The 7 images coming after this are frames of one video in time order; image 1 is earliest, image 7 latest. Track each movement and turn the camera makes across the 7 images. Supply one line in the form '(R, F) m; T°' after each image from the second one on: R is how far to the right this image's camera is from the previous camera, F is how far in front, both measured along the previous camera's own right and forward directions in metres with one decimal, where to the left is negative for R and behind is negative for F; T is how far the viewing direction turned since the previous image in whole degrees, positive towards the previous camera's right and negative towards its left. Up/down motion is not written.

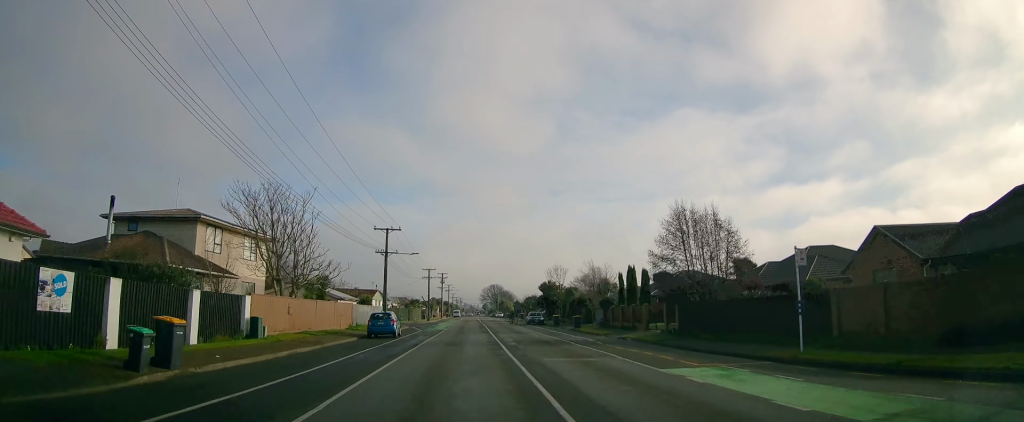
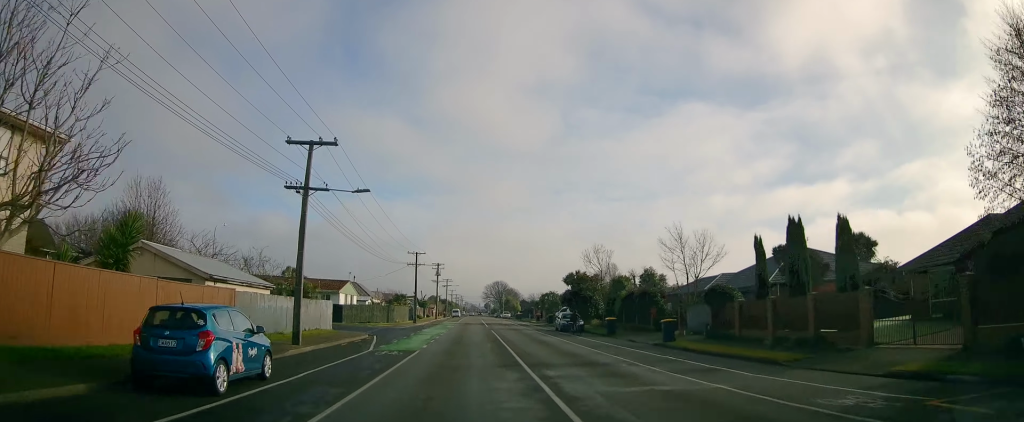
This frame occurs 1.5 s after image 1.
(+0.8, +22.4) m; +2°
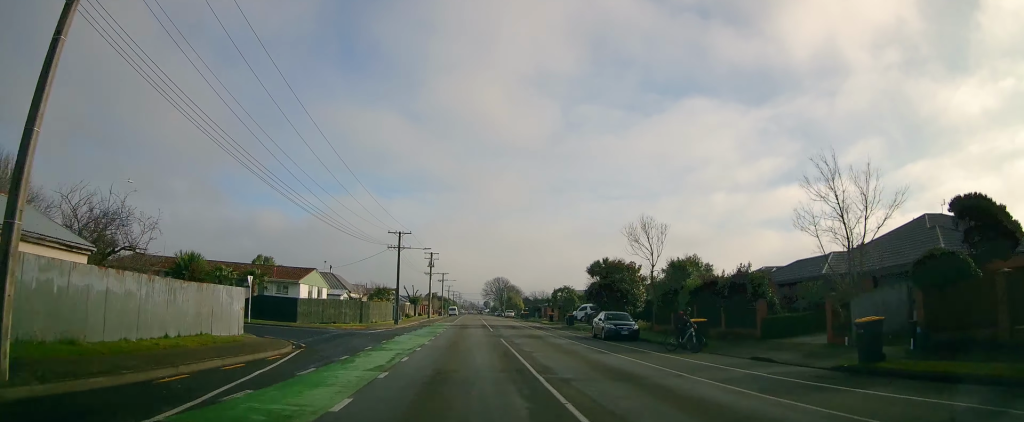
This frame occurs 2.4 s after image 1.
(0.0, +14.4) m; -3°
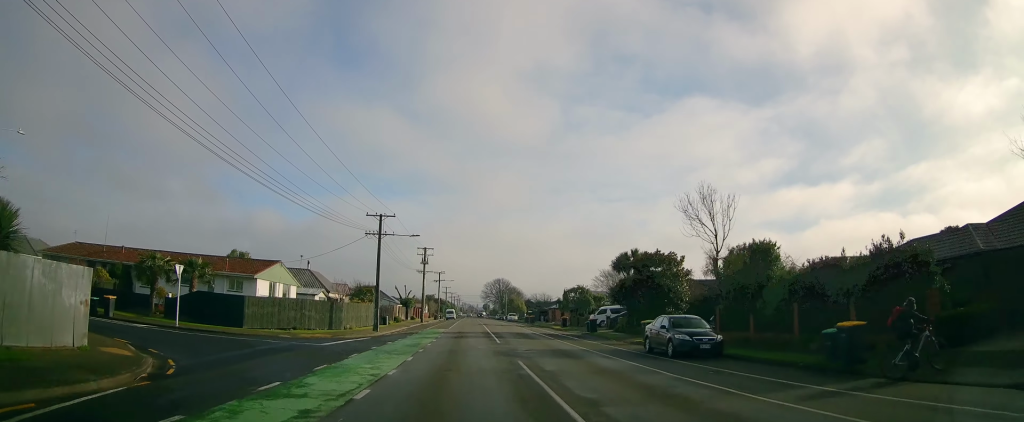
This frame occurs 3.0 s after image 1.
(-0.8, +10.0) m; -1°
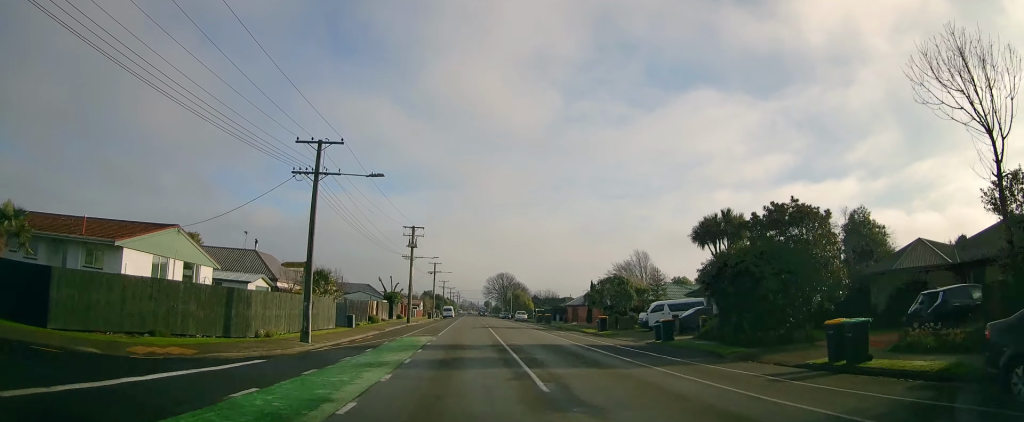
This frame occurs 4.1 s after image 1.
(+0.7, +16.4) m; +3°
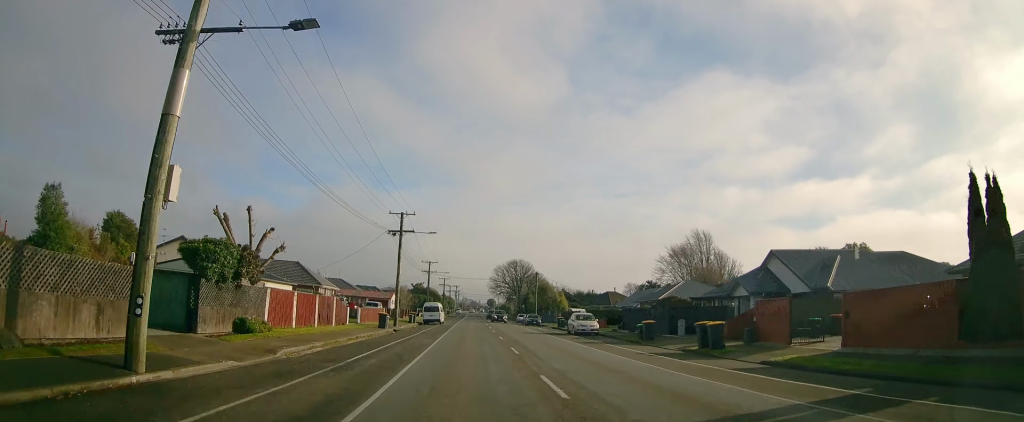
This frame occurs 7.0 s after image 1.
(+0.2, +46.5) m; 0°
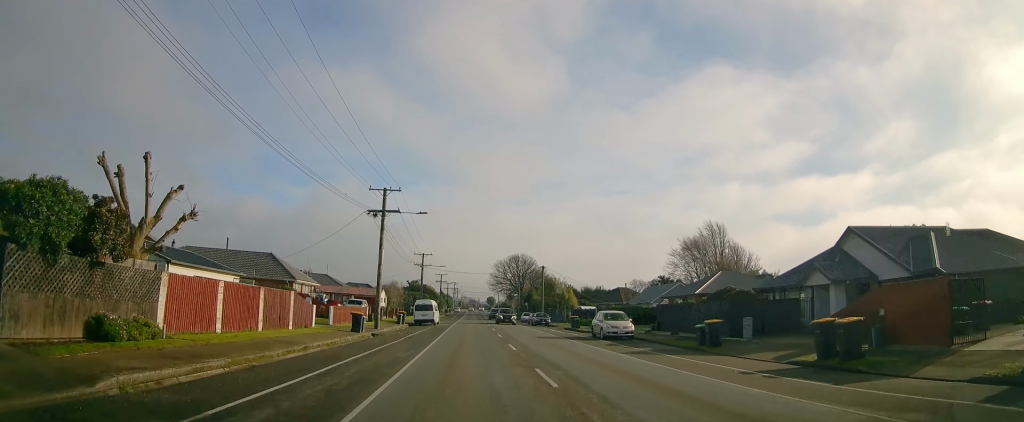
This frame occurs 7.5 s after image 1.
(0.0, +8.5) m; 0°
